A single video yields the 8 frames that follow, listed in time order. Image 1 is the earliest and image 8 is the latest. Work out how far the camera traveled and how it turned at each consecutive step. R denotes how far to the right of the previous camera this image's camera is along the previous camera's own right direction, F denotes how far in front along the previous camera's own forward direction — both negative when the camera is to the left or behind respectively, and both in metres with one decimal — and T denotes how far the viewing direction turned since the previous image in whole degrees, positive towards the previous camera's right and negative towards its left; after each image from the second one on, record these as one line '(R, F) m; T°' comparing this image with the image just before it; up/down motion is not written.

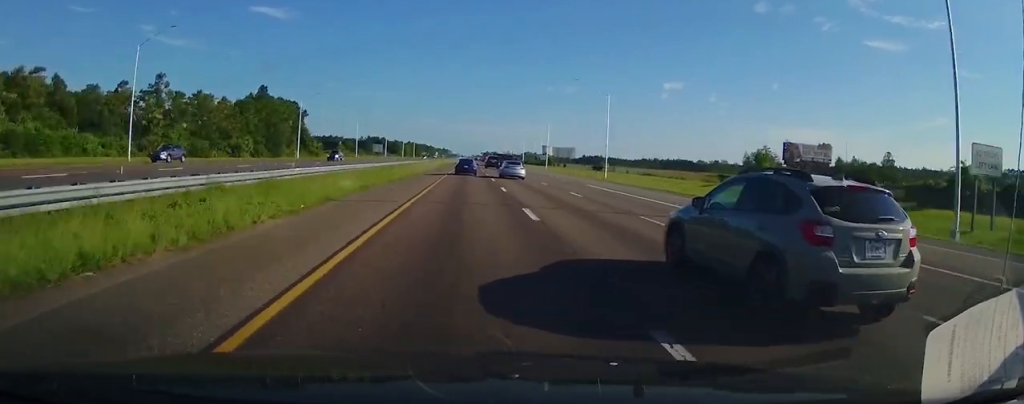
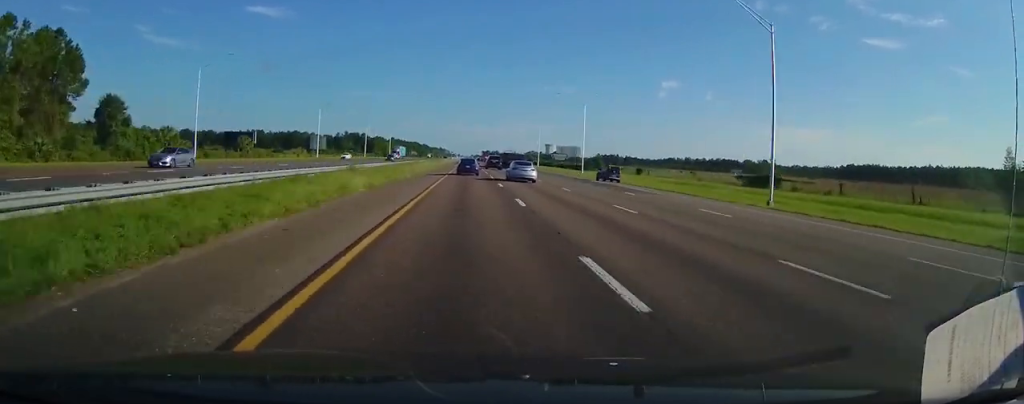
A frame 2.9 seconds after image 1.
(+0.4, +149.0) m; 0°
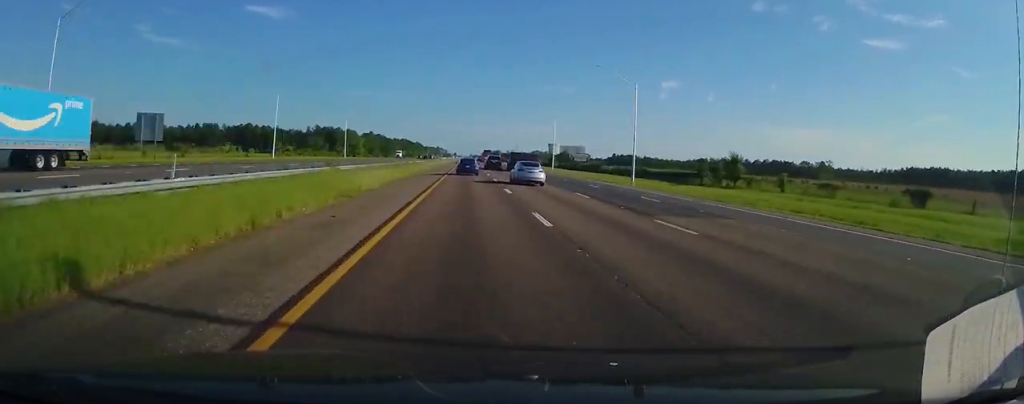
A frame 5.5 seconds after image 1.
(+0.4, +105.4) m; 0°
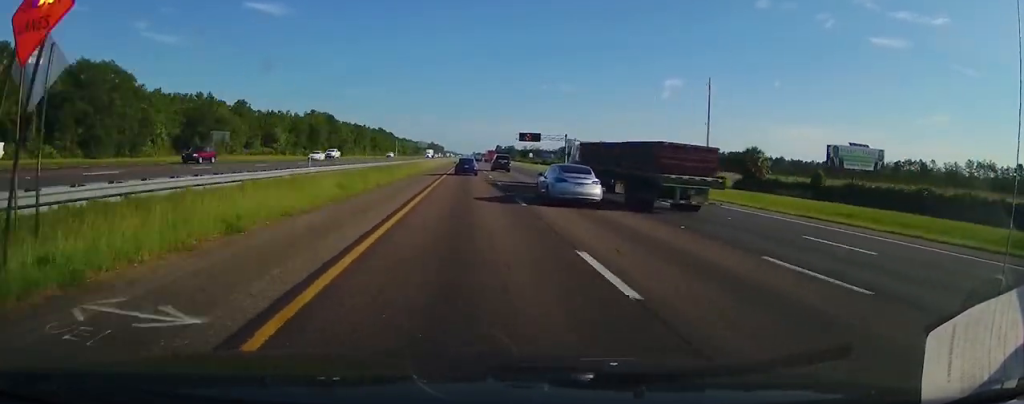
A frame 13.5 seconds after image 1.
(-0.5, +301.8) m; 0°
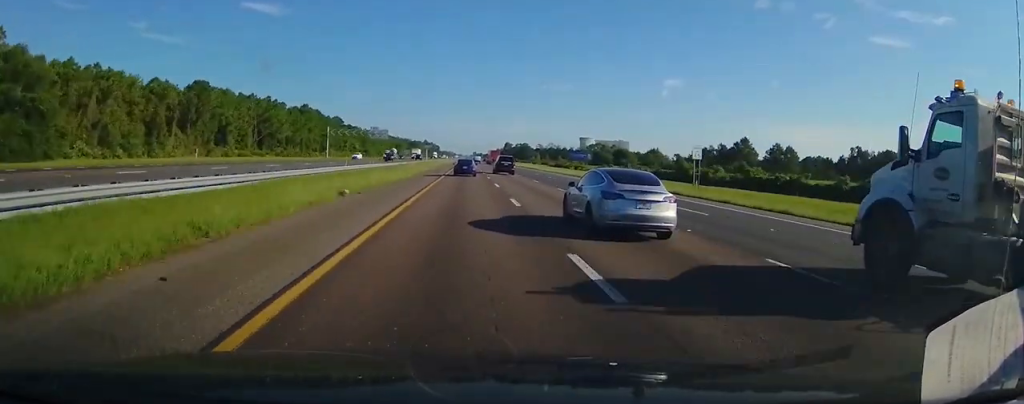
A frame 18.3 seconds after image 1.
(-0.1, +162.6) m; 0°
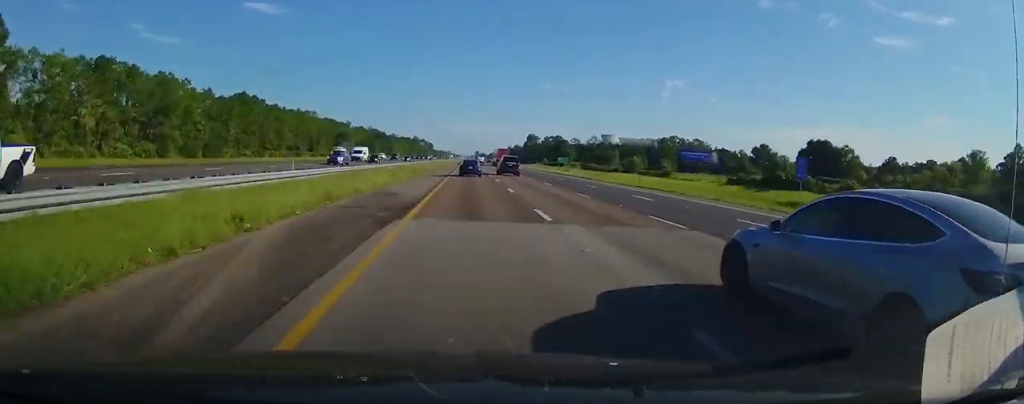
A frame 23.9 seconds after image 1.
(+0.8, +178.8) m; 0°
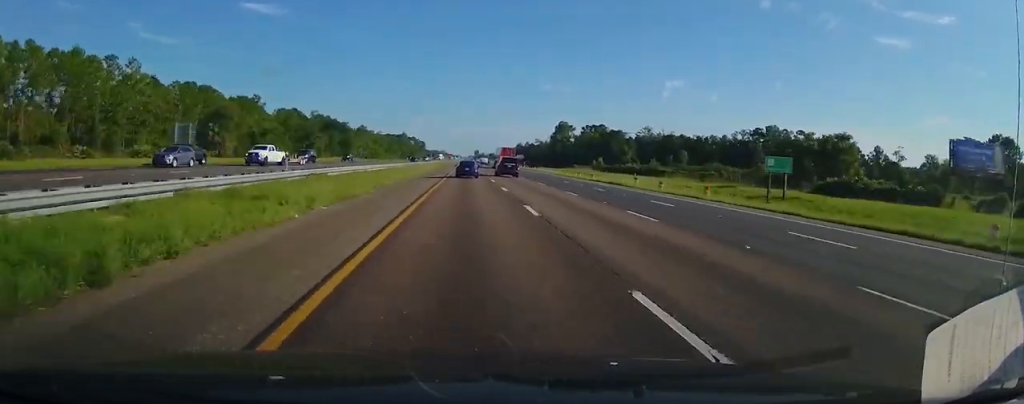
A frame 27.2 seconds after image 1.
(+0.2, +139.5) m; 0°
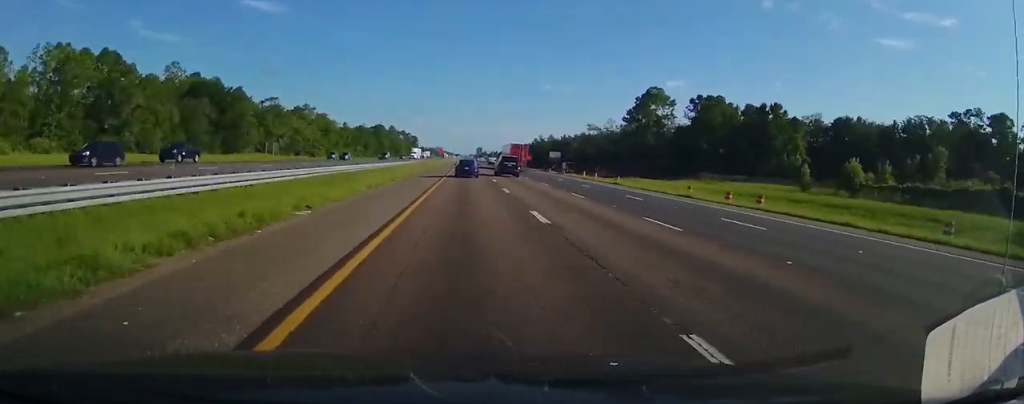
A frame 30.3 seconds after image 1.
(-1.2, +130.7) m; 0°
